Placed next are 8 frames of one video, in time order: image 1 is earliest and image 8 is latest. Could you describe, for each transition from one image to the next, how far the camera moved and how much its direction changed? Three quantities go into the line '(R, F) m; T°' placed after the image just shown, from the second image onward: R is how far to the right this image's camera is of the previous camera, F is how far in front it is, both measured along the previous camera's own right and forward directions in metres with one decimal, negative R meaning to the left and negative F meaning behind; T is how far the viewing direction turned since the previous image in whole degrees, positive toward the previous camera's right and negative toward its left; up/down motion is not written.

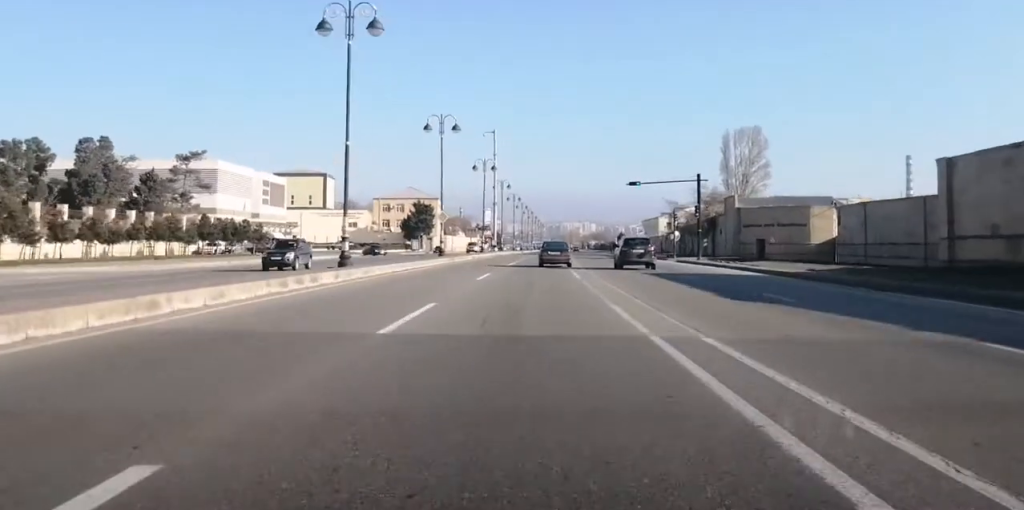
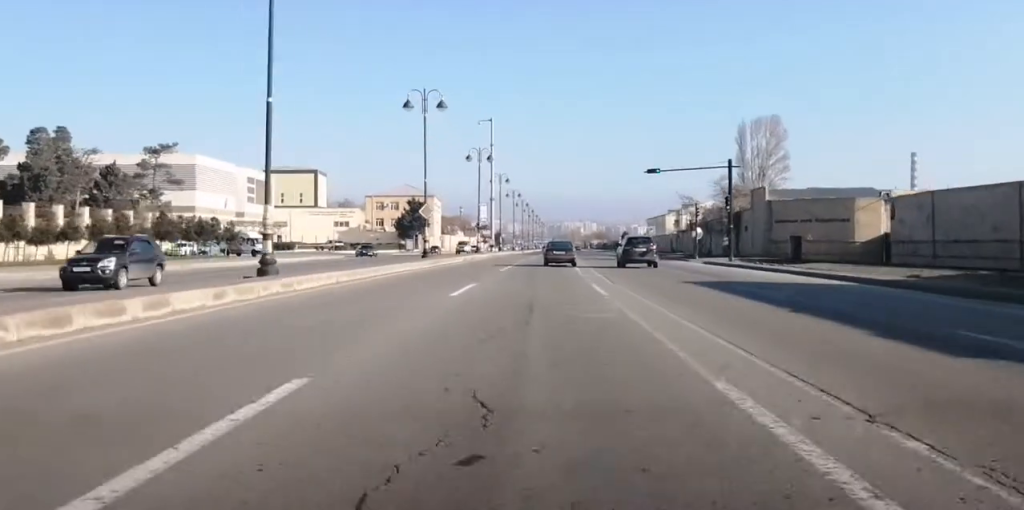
(0.0, +10.7) m; 0°
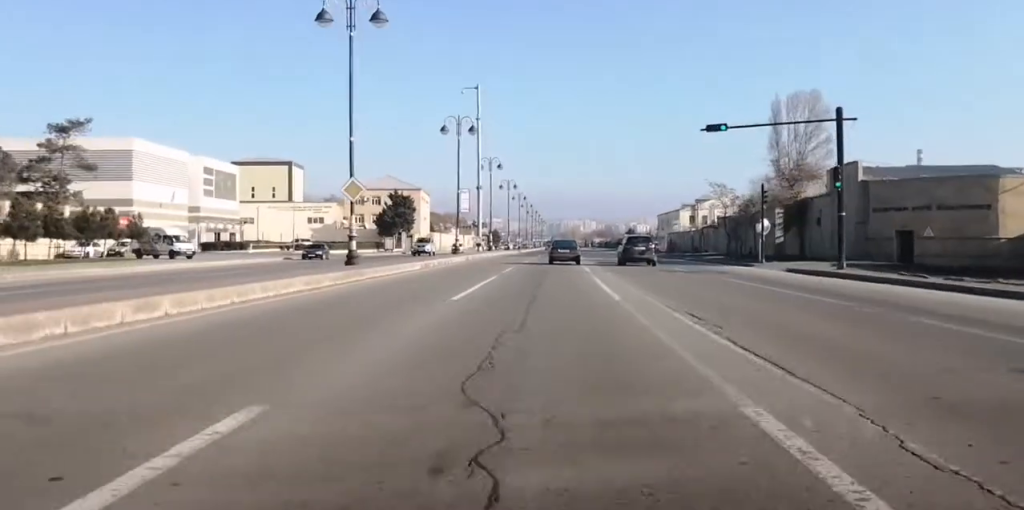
(0.0, +21.4) m; 0°
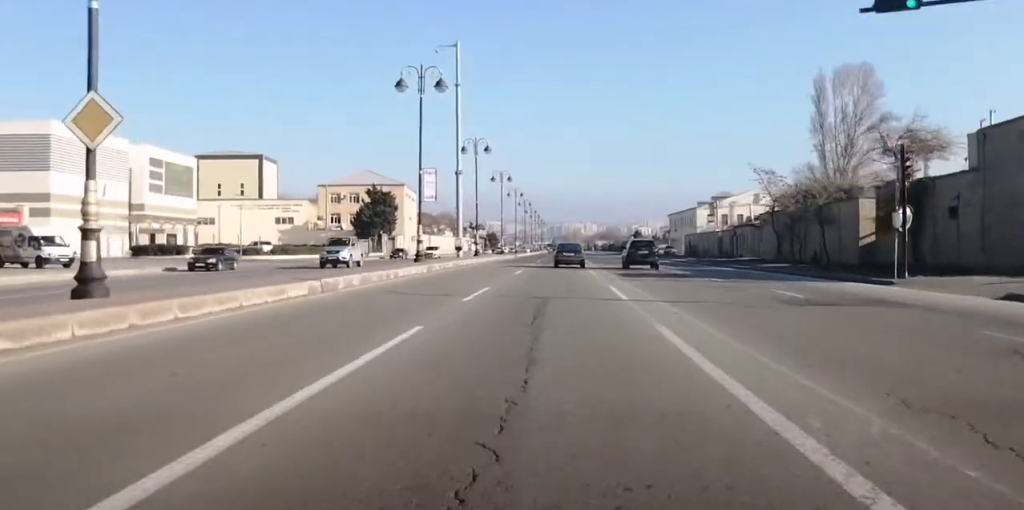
(0.0, +19.5) m; 0°
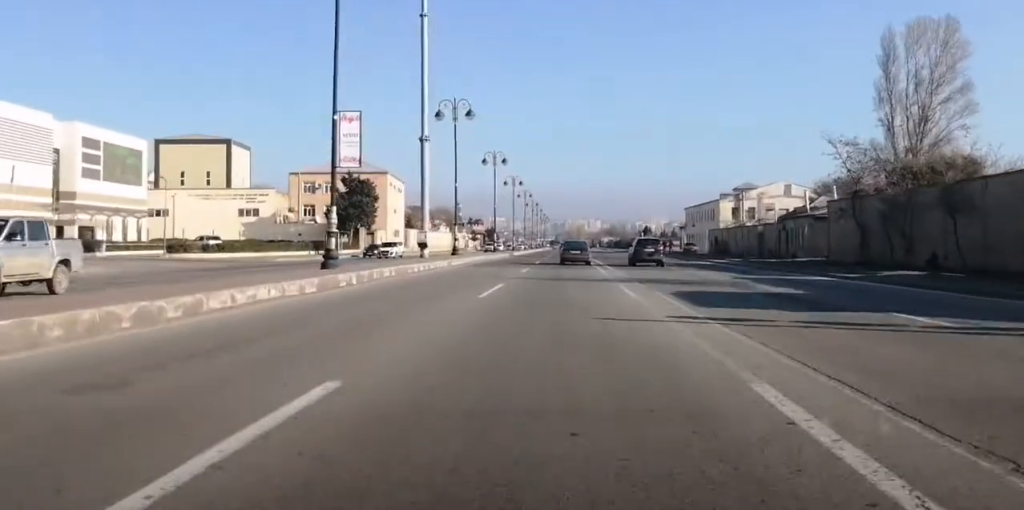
(0.0, +19.1) m; 0°
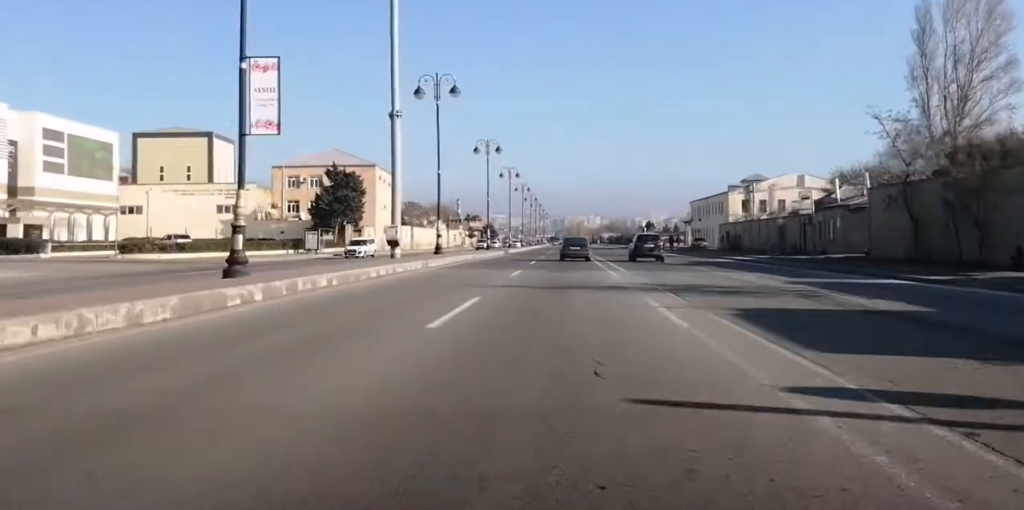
(0.0, +8.2) m; +1°
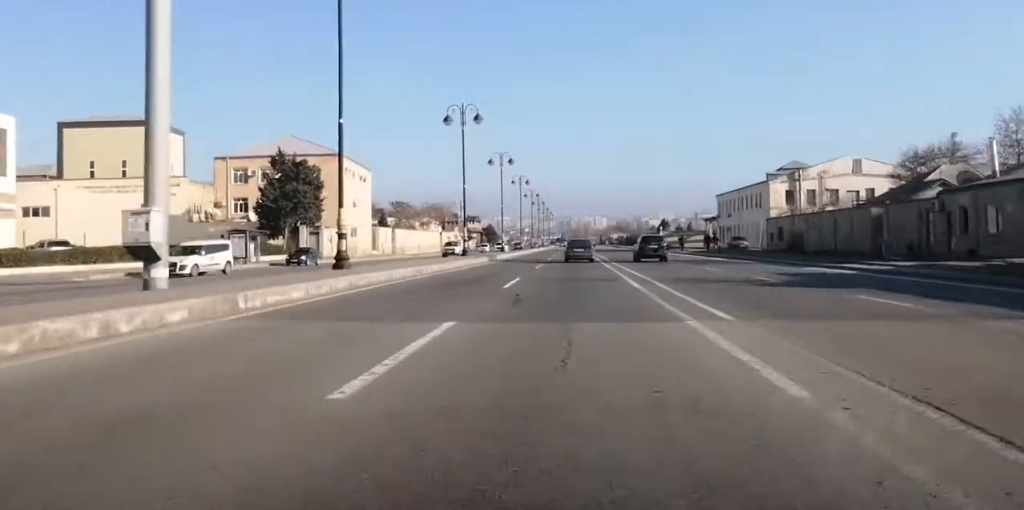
(+0.4, +23.3) m; +1°
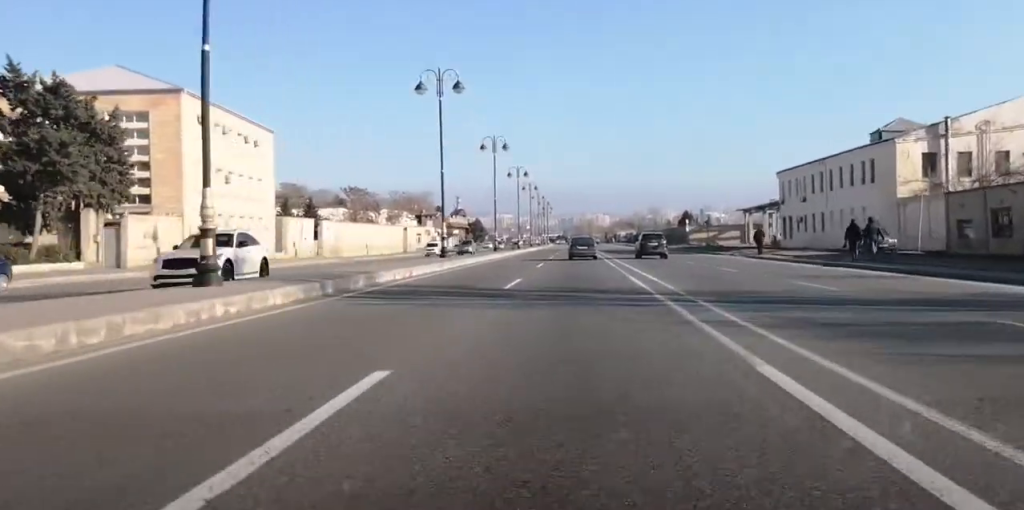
(0.0, +42.8) m; 0°
